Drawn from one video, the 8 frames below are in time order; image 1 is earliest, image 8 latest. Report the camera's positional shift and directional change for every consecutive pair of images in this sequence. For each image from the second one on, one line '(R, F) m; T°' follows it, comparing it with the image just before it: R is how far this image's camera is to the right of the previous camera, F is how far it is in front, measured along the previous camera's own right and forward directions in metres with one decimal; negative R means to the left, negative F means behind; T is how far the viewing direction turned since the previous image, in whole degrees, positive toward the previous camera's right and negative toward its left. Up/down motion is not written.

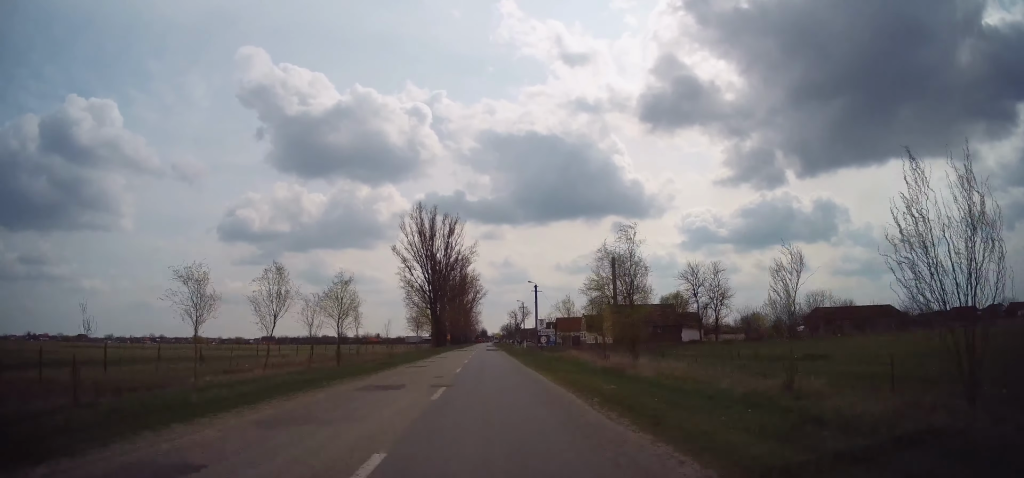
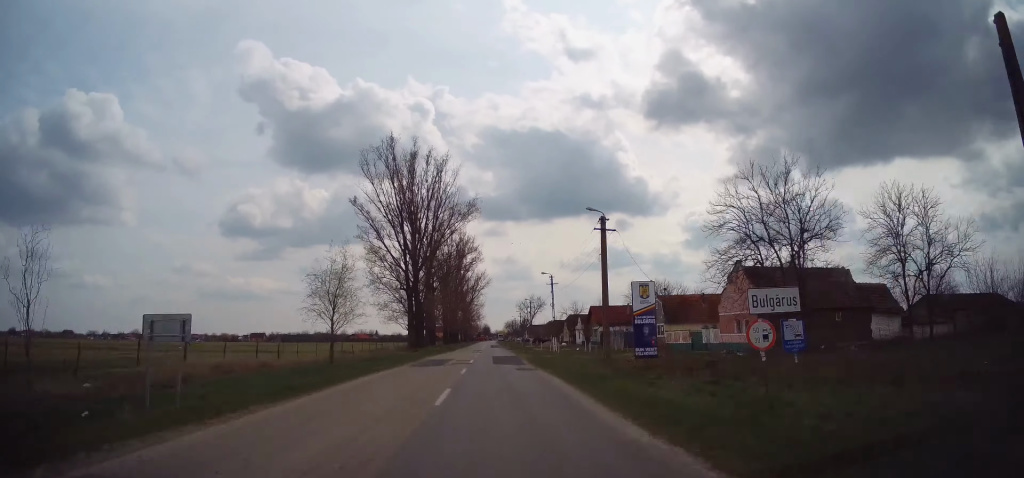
(-0.1, +37.5) m; 0°
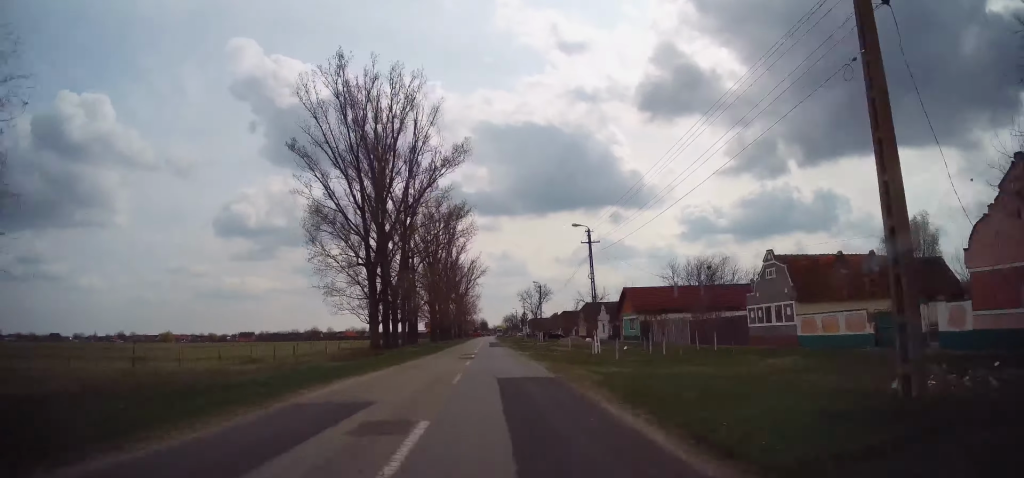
(0.0, +23.2) m; +1°
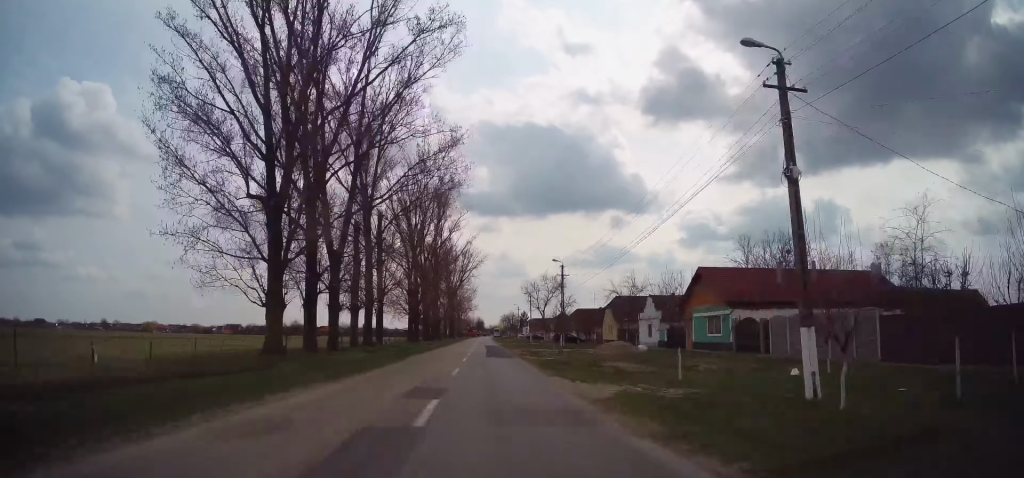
(+0.3, +23.9) m; 0°
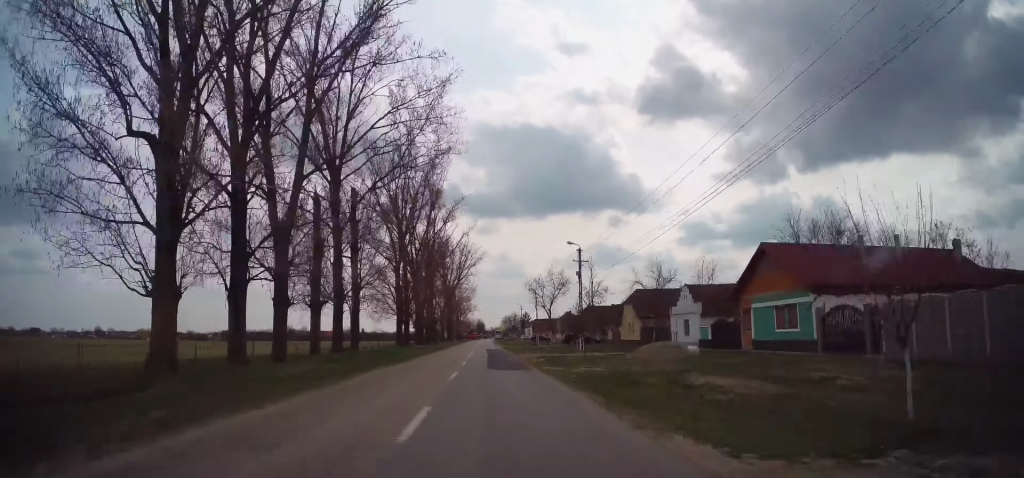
(-0.1, +10.0) m; 0°
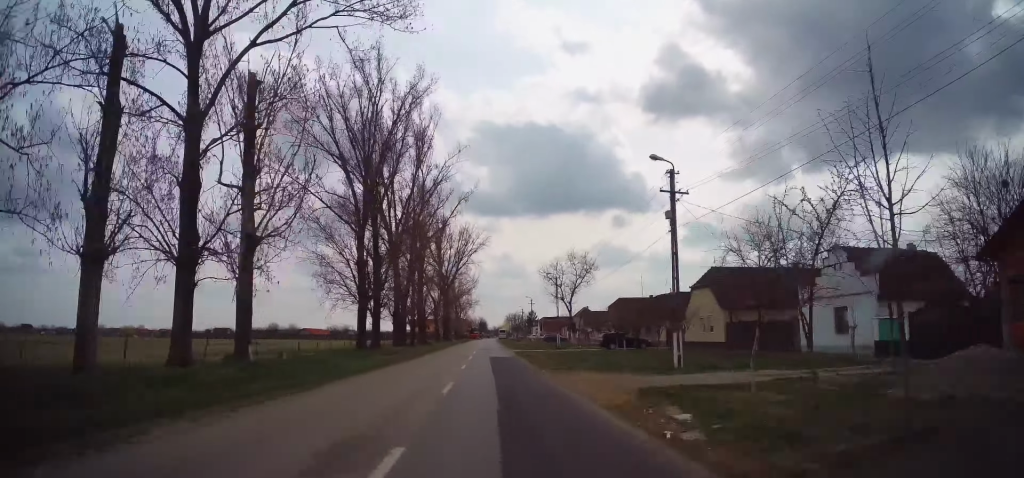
(-0.1, +20.5) m; 0°
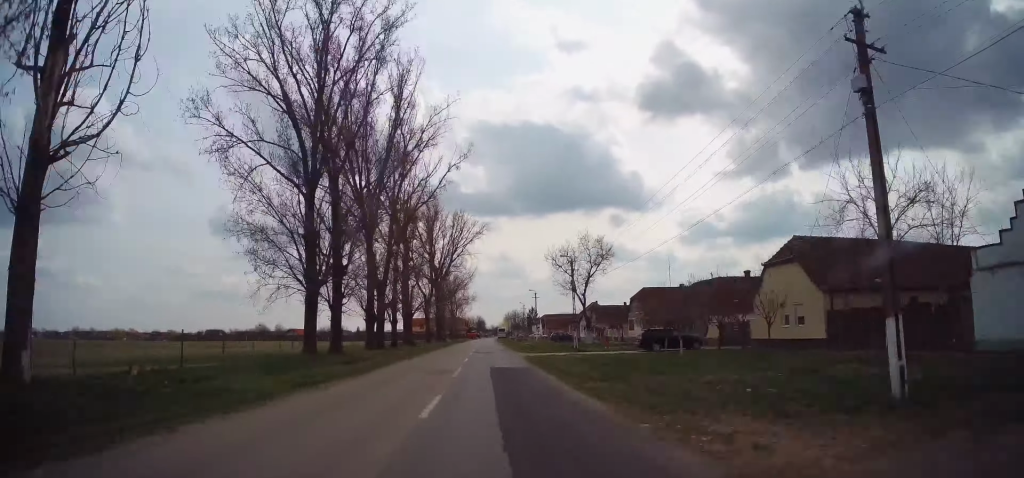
(+0.2, +12.5) m; 0°
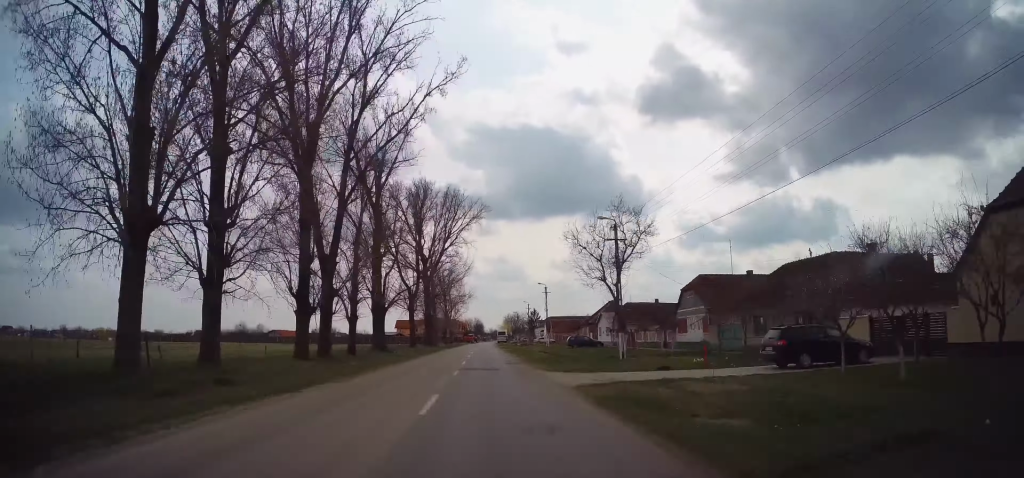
(-0.3, +16.9) m; 0°
